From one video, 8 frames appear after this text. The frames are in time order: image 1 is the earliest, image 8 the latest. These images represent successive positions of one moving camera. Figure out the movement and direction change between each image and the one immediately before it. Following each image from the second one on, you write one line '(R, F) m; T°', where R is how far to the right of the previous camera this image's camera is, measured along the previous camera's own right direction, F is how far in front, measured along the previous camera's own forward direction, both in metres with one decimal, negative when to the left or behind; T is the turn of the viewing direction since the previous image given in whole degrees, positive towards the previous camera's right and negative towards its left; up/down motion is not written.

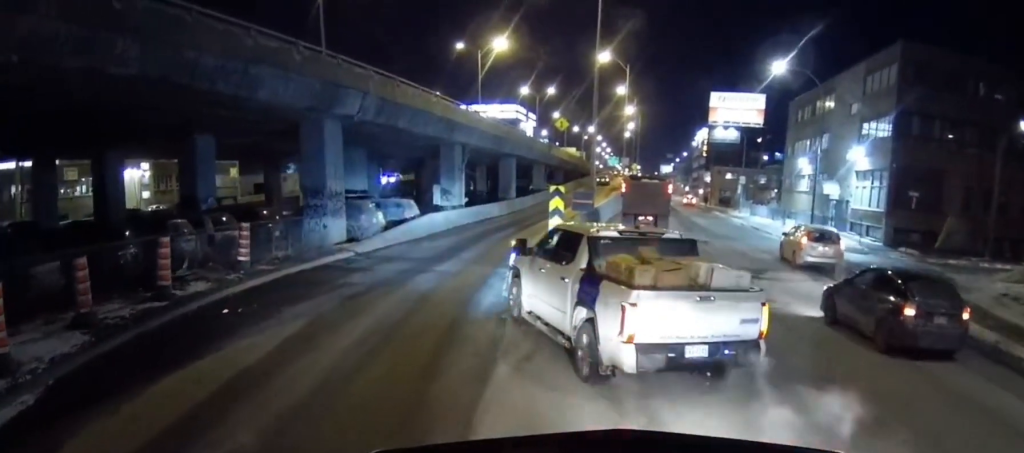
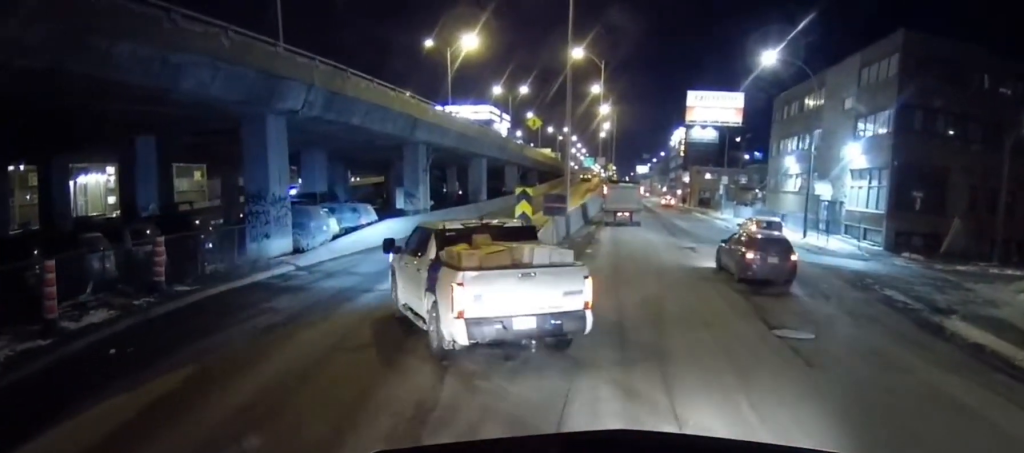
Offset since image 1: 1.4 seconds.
(0.0, +3.0) m; -1°
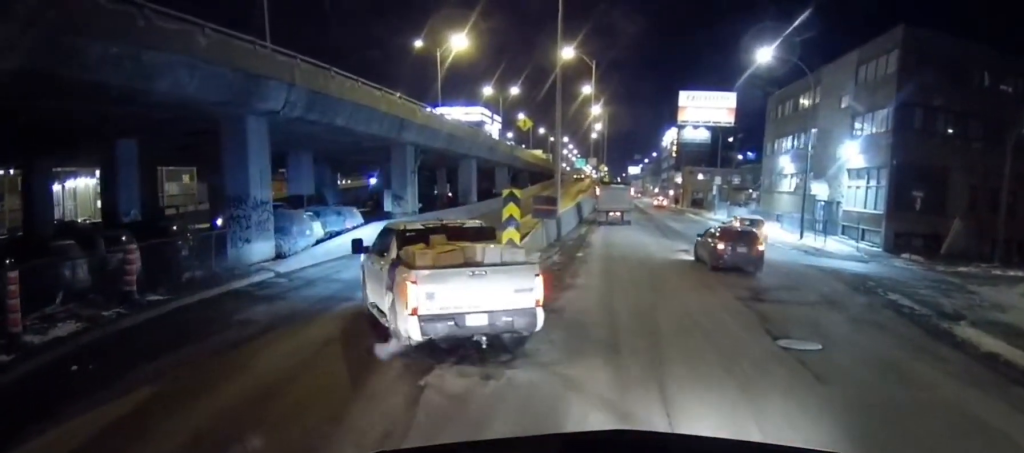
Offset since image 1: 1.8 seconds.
(0.0, +0.9) m; -1°
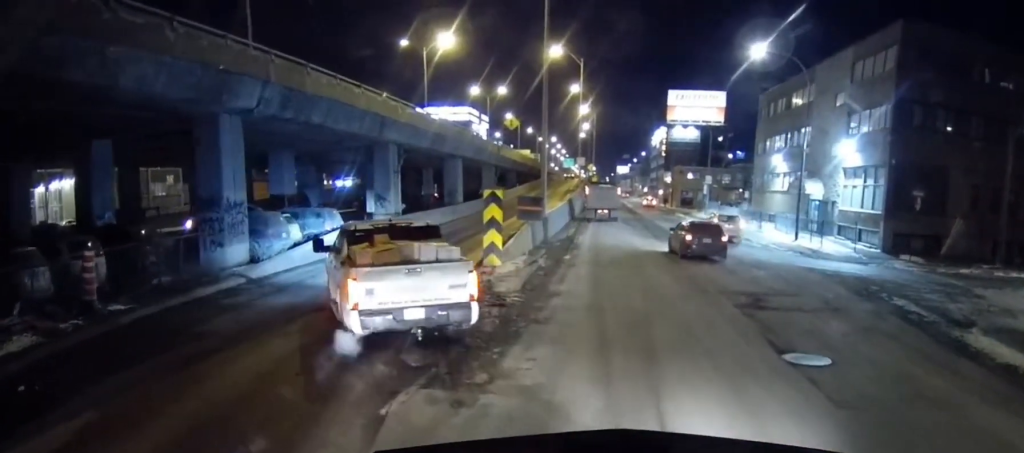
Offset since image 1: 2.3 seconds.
(0.0, +1.0) m; -1°
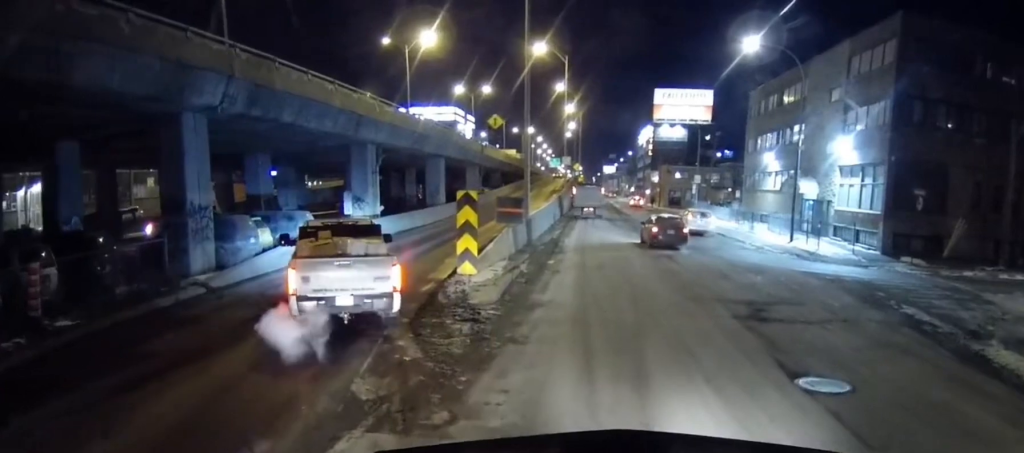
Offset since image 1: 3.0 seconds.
(0.0, +1.2) m; -1°
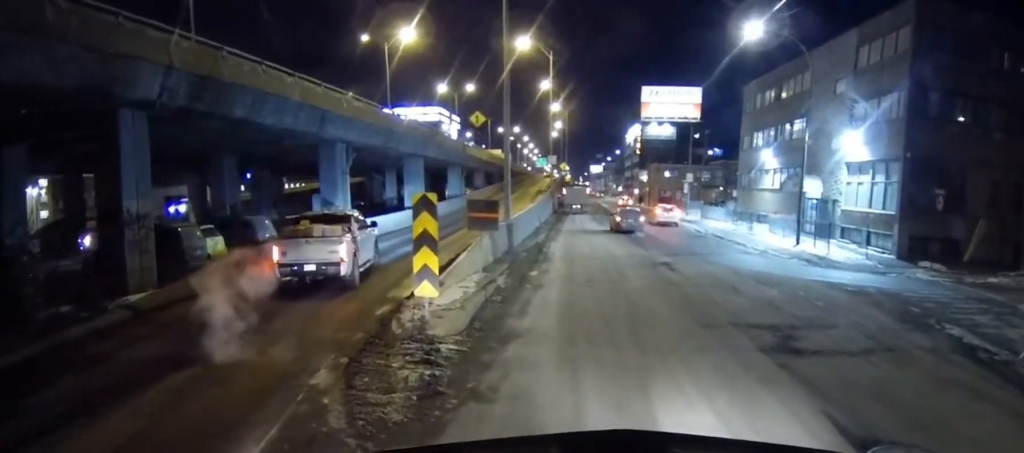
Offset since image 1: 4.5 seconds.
(0.0, +1.2) m; 0°
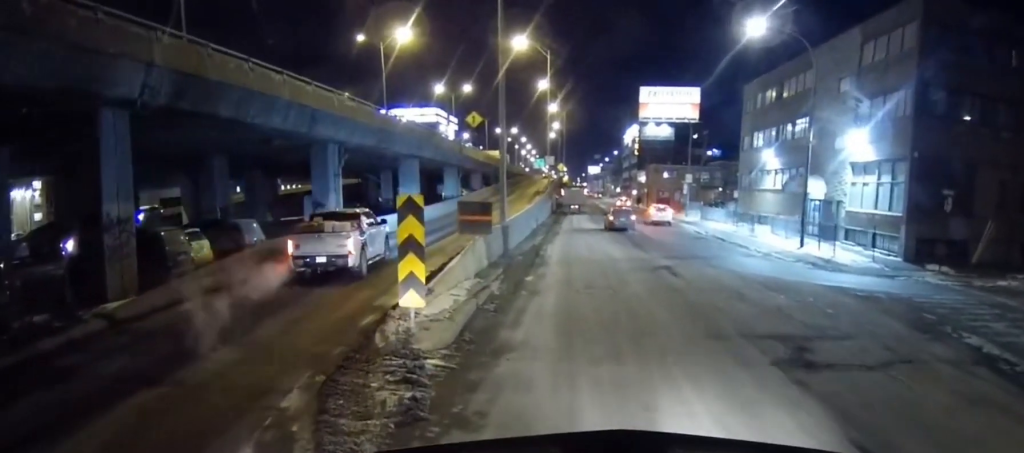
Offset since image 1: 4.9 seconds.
(0.0, +0.1) m; 0°
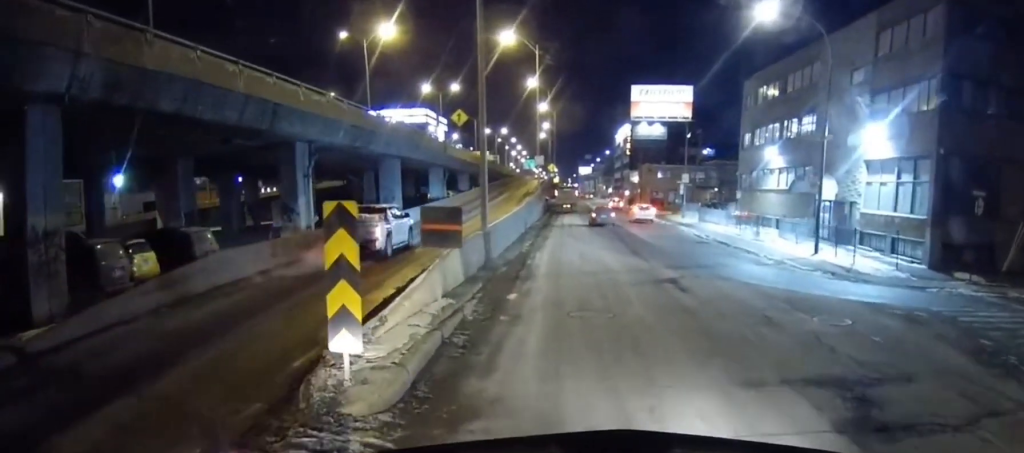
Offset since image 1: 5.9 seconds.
(0.0, +0.2) m; 0°
